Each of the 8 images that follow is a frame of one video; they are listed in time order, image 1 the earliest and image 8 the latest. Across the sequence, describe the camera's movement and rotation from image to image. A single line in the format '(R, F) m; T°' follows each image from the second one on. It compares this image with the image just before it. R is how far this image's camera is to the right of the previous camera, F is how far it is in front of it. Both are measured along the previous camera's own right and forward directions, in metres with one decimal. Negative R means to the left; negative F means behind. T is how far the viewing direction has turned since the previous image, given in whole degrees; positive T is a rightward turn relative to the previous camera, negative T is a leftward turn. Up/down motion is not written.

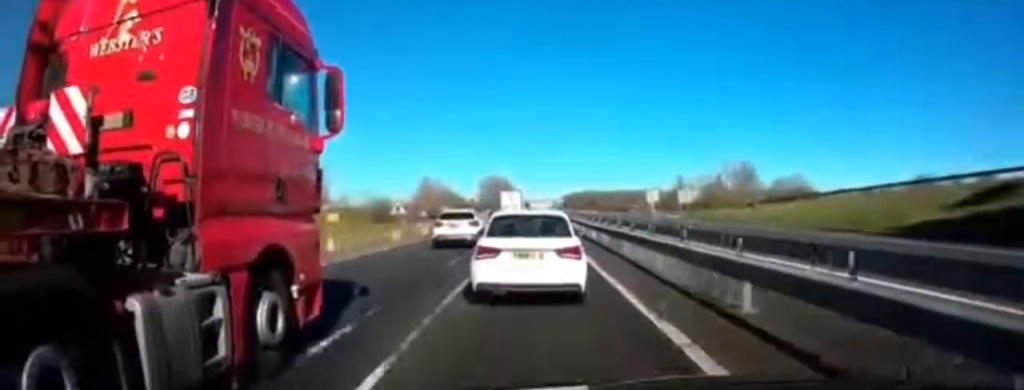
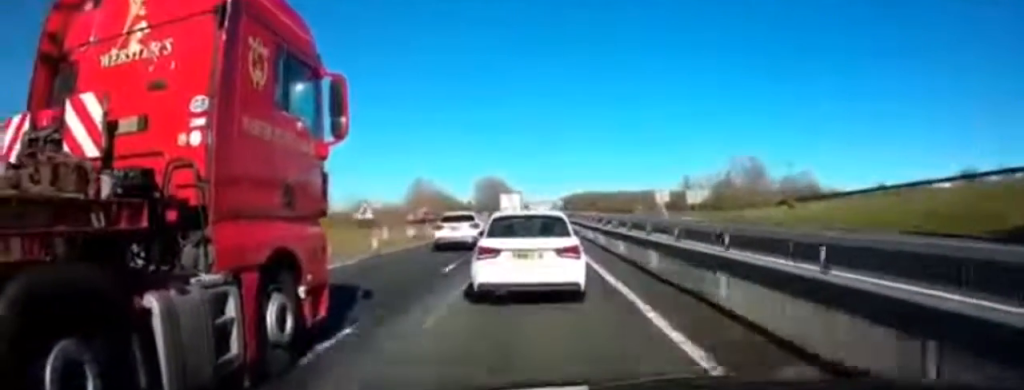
(0.0, +9.1) m; +1°
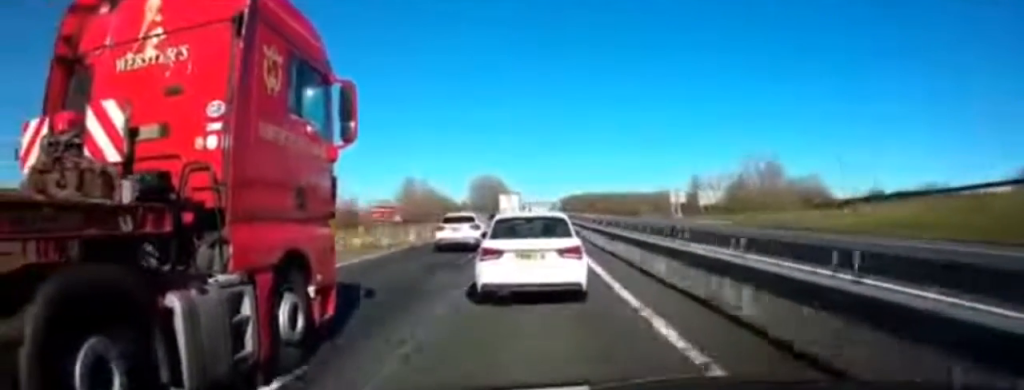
(+0.1, +10.7) m; +1°
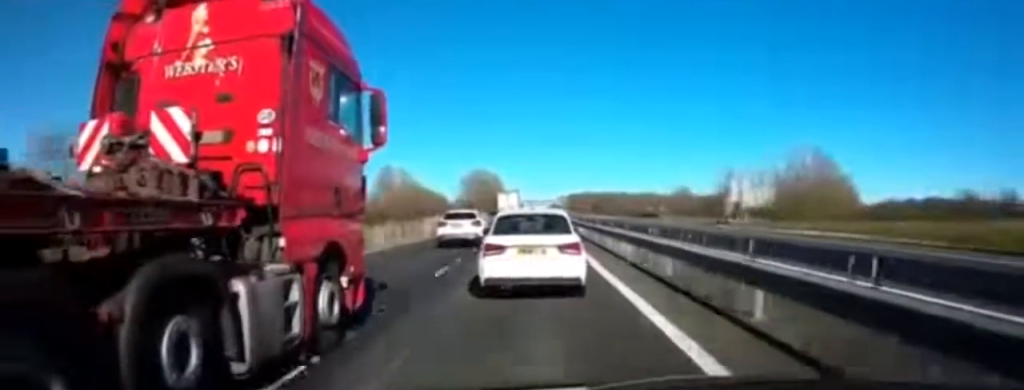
(+0.3, +25.2) m; 0°
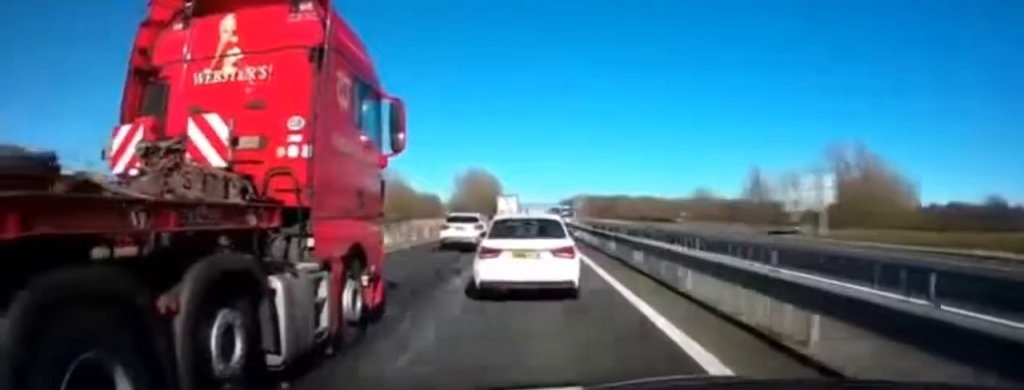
(-0.1, +16.3) m; 0°
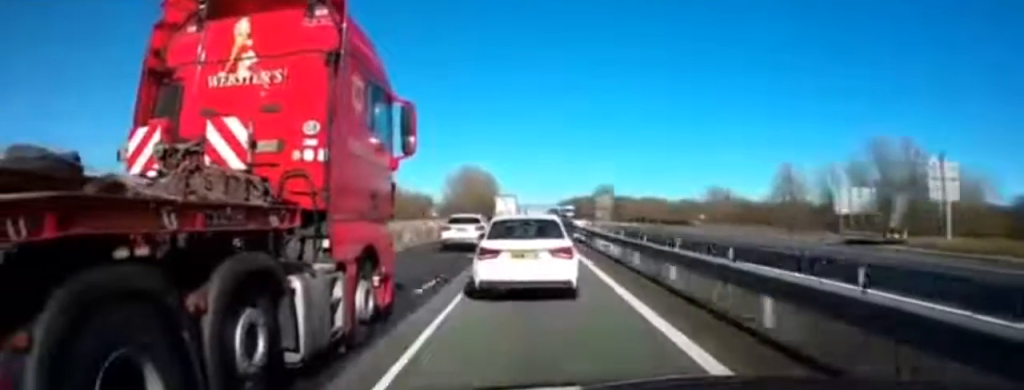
(-0.1, +13.9) m; 0°
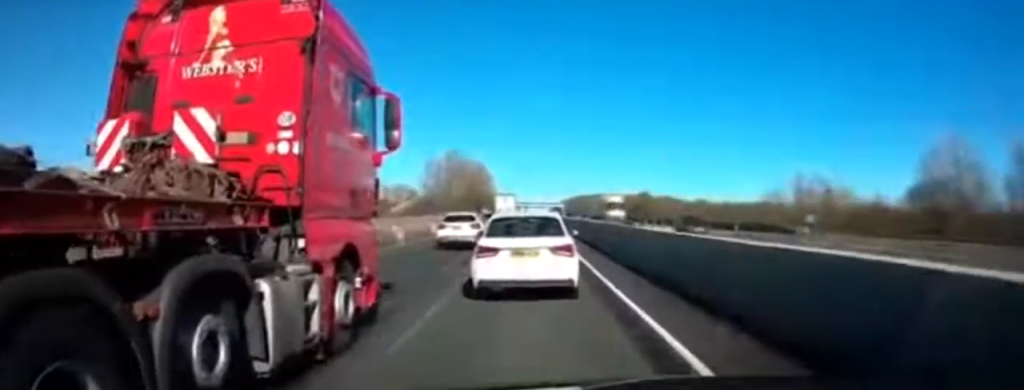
(-0.1, +39.2) m; -1°
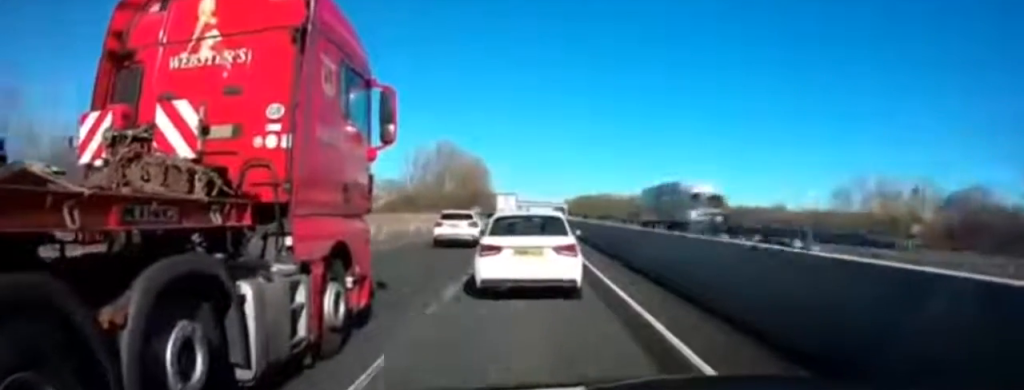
(+0.1, +18.8) m; 0°
